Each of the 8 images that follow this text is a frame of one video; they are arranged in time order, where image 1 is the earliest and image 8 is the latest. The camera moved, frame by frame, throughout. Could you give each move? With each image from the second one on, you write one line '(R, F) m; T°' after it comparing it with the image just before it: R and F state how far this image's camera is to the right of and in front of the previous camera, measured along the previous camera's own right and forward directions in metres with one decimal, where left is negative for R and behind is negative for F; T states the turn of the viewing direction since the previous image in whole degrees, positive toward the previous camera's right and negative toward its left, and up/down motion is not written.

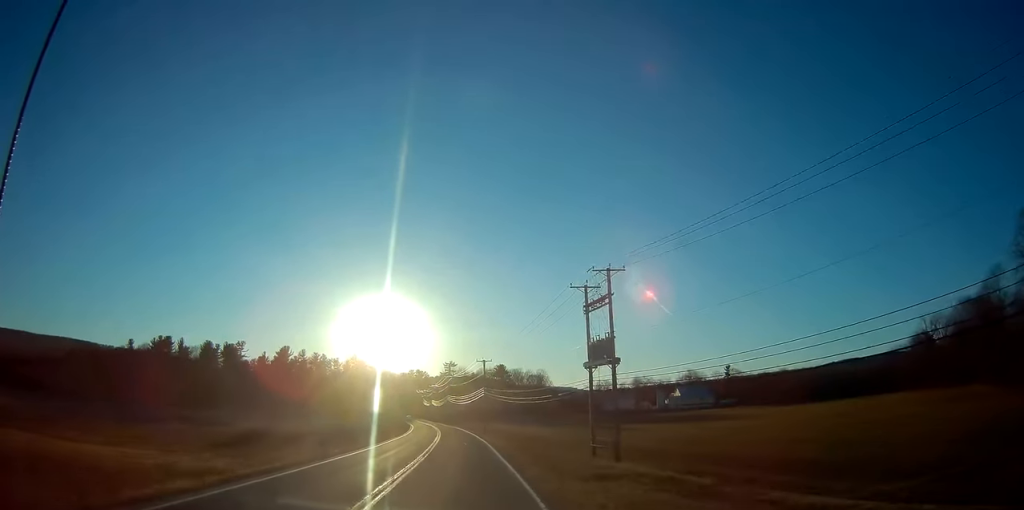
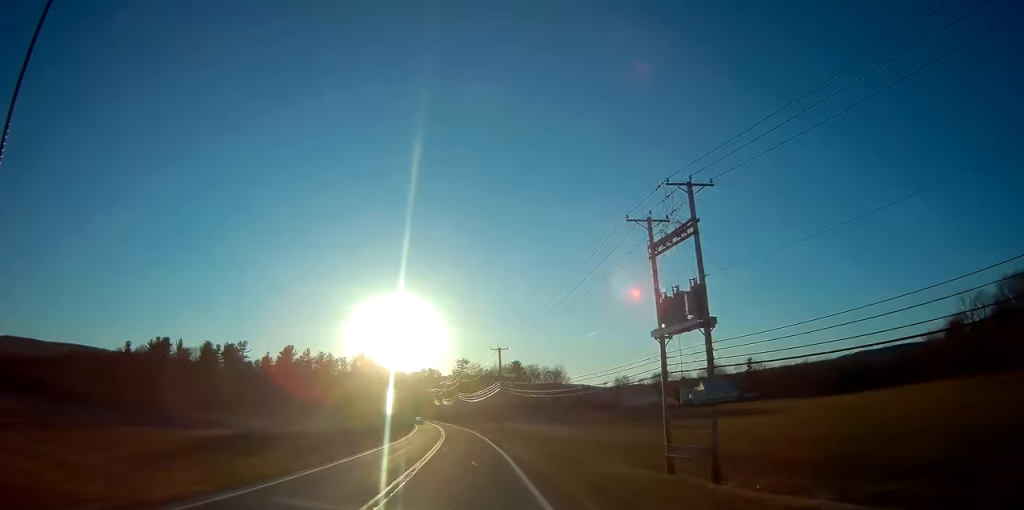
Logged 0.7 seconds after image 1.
(0.0, +15.1) m; -1°
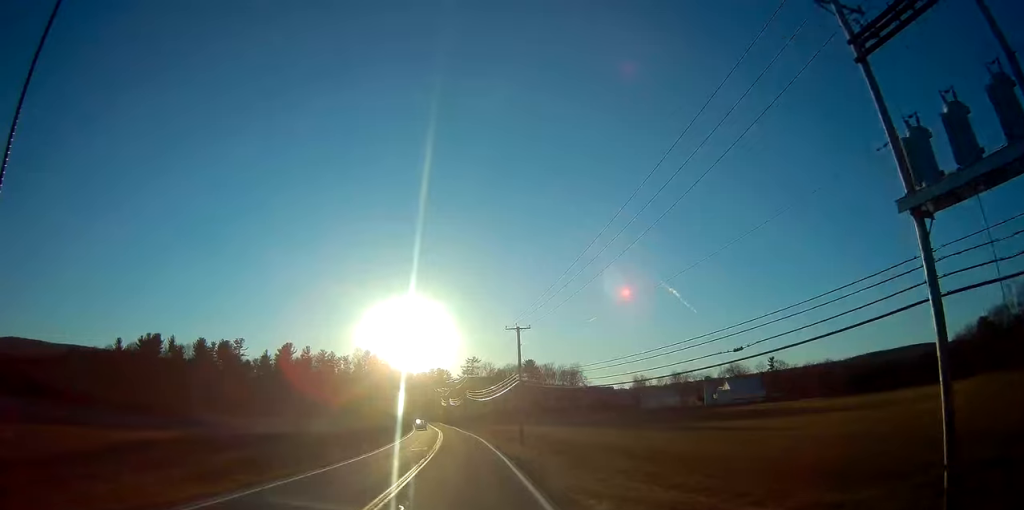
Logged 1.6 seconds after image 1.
(-0.1, +18.8) m; -1°
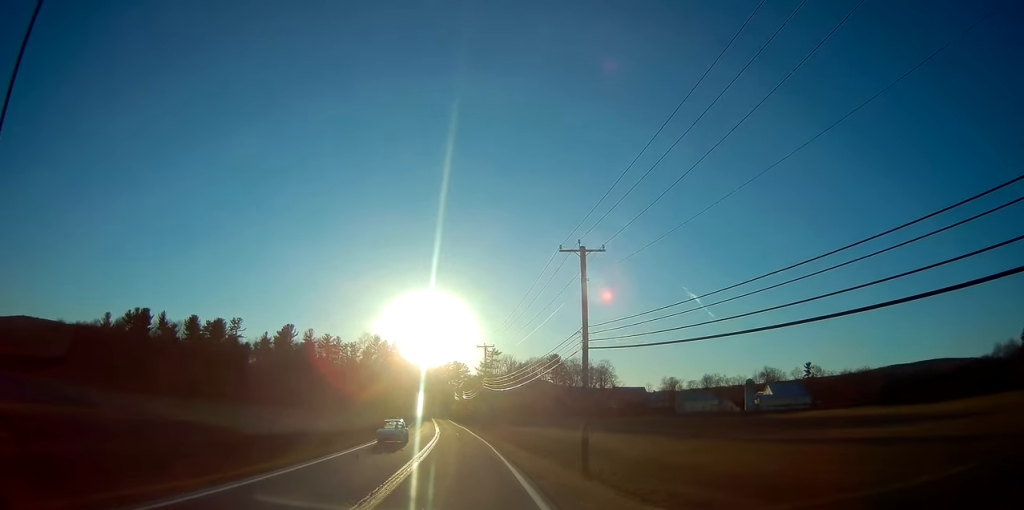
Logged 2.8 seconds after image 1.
(-0.7, +26.9) m; -3°
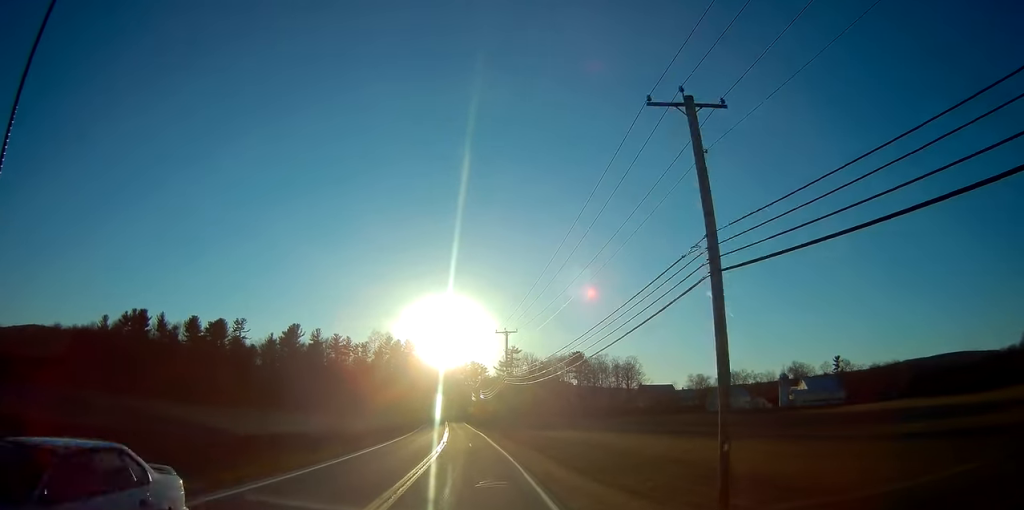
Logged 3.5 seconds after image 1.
(-0.2, +15.3) m; -1°
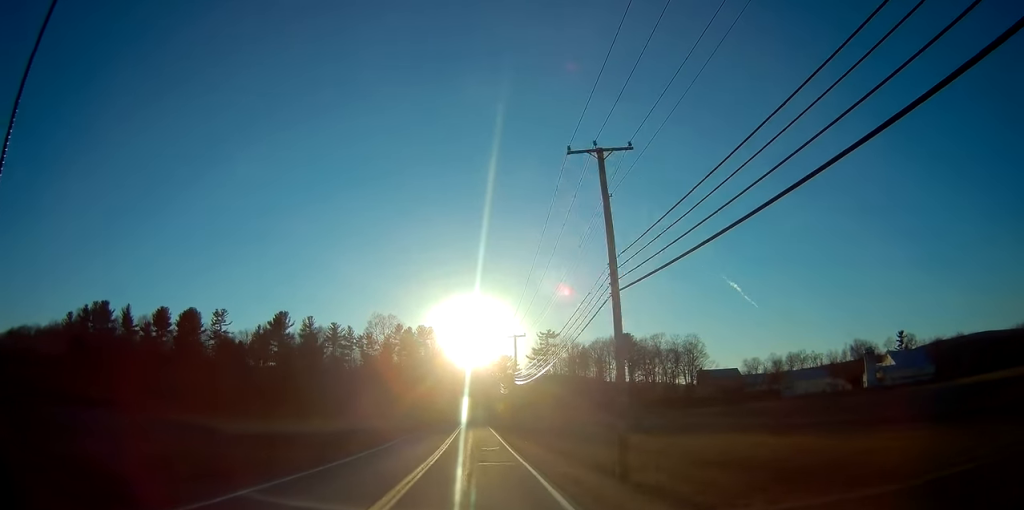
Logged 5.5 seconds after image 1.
(-0.8, +44.0) m; -2°
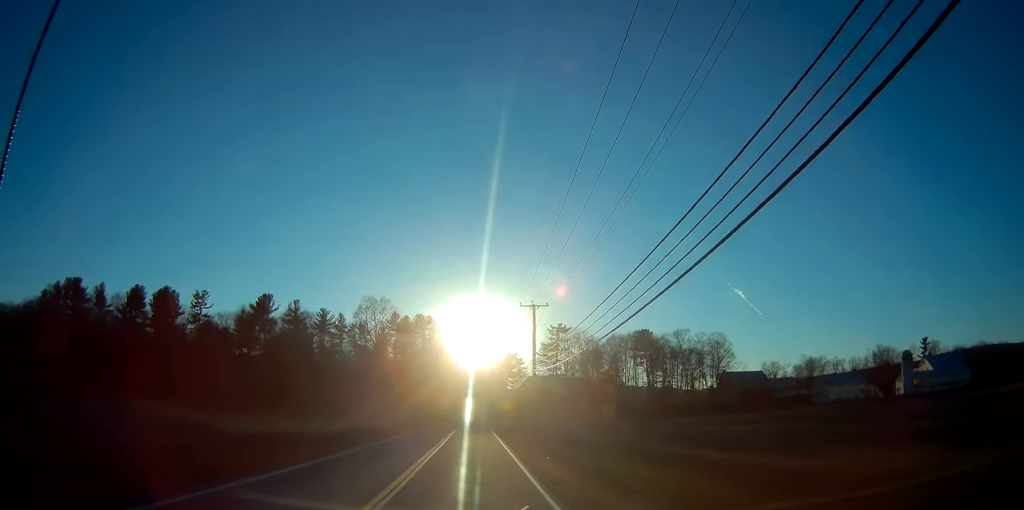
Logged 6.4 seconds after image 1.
(-0.3, +20.0) m; 0°
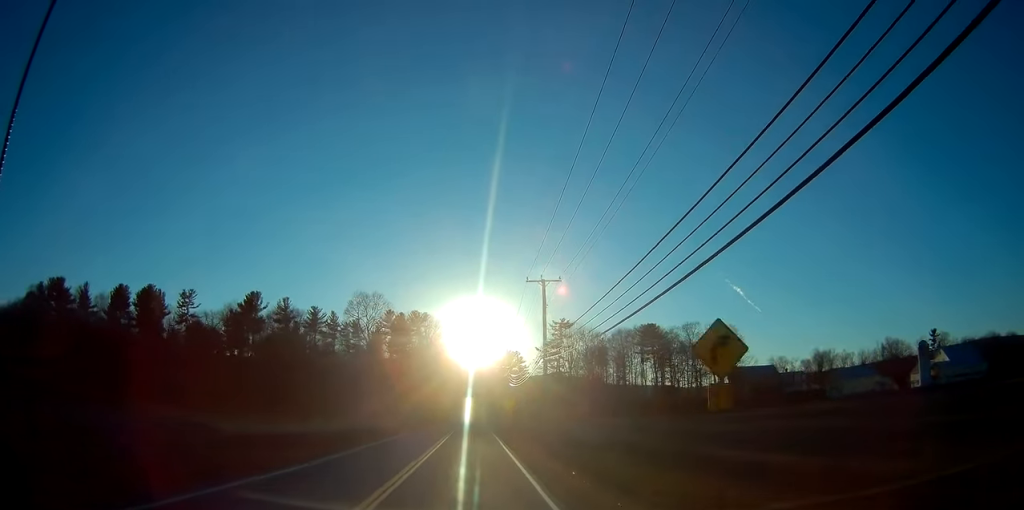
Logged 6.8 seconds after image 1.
(+0.2, +8.9) m; 0°
